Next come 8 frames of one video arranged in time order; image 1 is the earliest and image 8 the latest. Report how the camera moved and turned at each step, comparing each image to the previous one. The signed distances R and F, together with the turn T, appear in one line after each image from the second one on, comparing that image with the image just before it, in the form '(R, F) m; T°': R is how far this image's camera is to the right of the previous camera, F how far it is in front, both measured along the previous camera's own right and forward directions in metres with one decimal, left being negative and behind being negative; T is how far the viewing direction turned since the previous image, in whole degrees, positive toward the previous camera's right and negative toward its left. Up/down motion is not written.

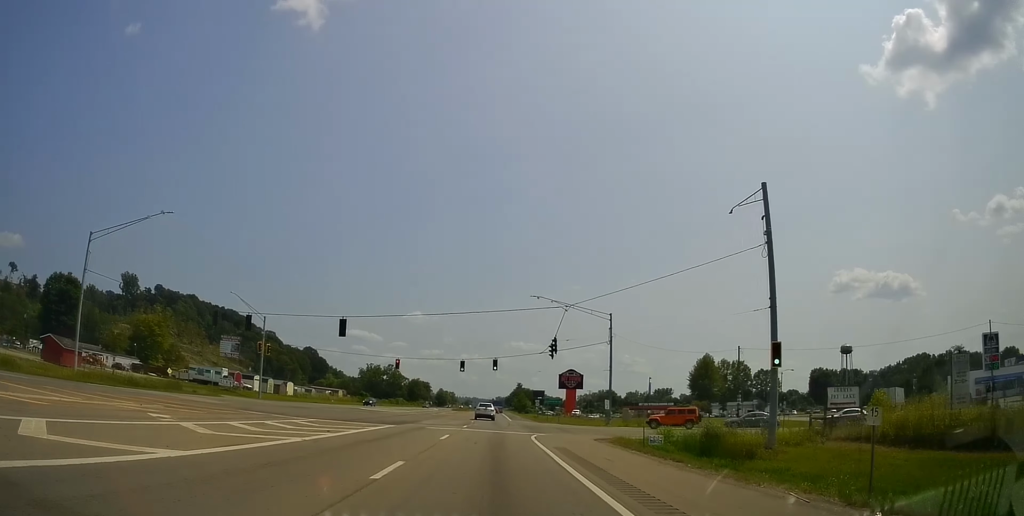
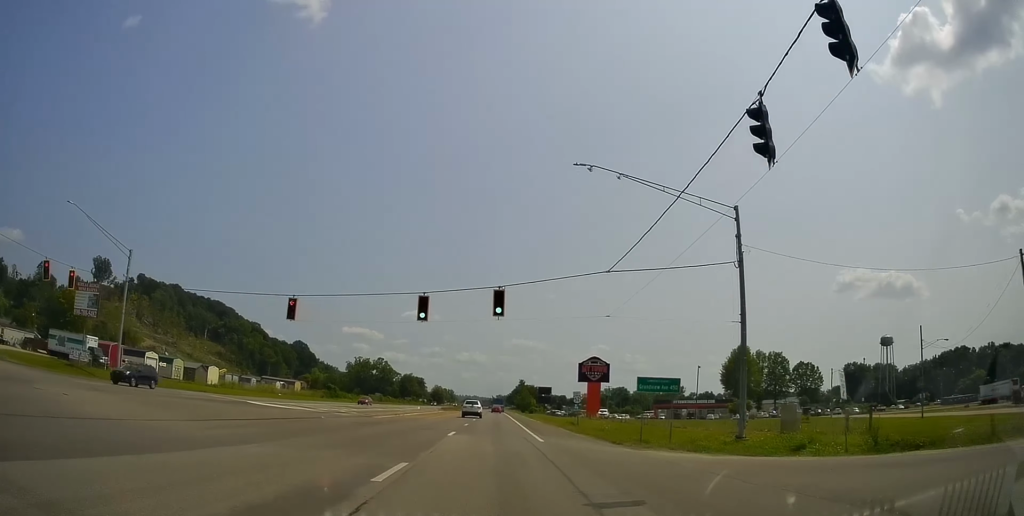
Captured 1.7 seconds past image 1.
(0.0, +35.4) m; +1°
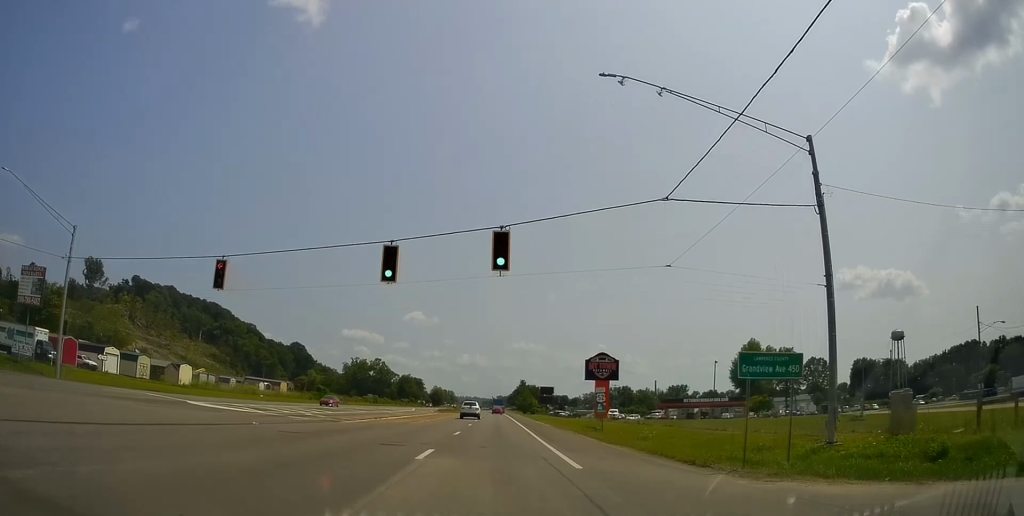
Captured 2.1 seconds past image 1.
(0.0, +9.2) m; 0°
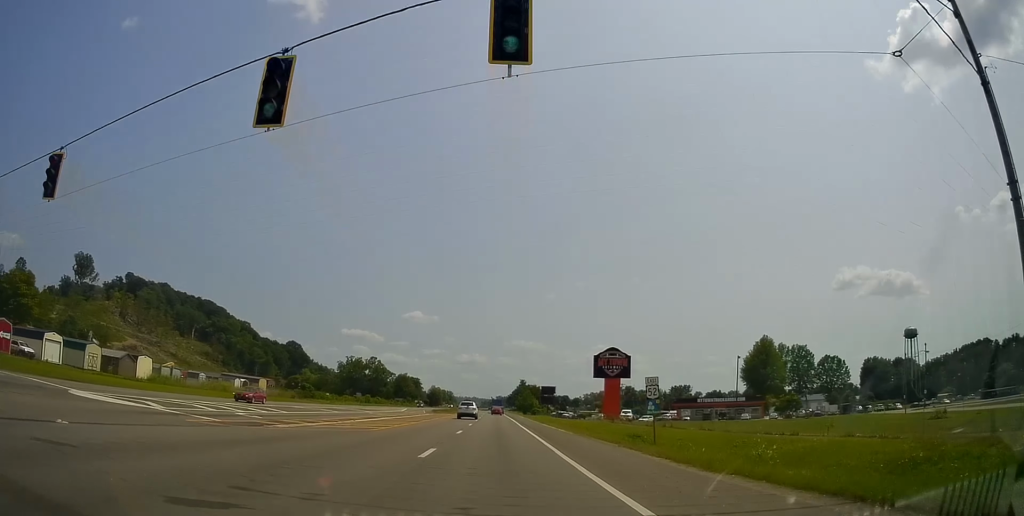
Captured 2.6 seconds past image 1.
(+0.2, +11.2) m; 0°
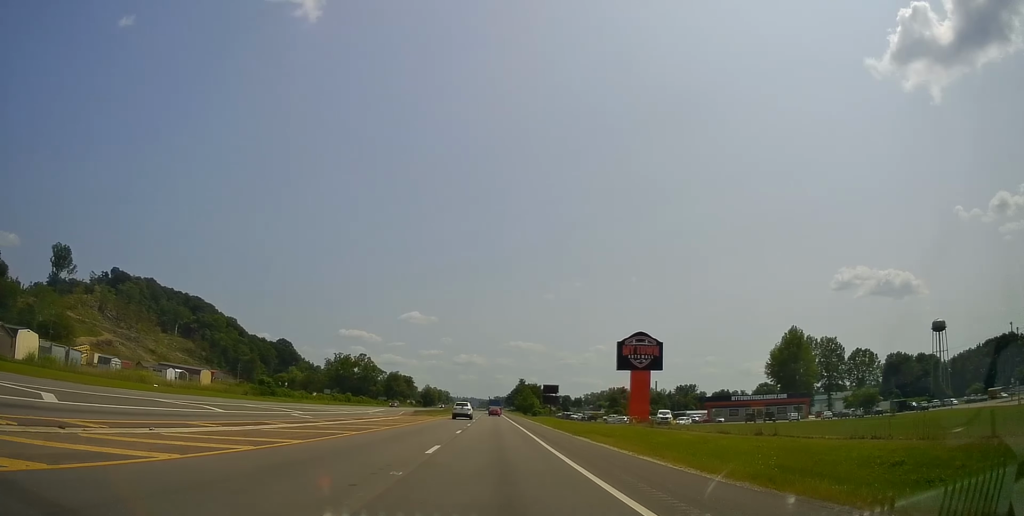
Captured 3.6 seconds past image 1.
(-0.1, +23.2) m; 0°
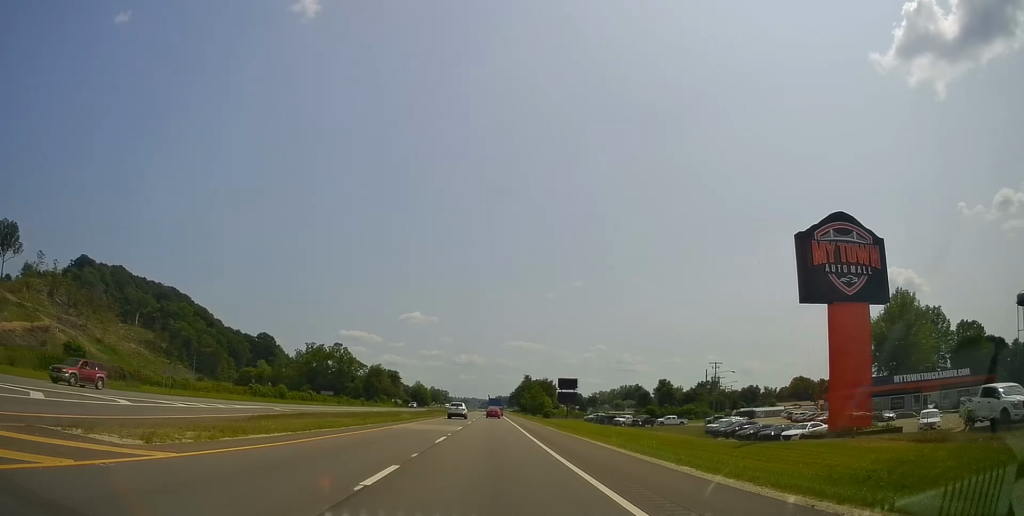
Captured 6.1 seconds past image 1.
(-0.2, +56.6) m; -1°
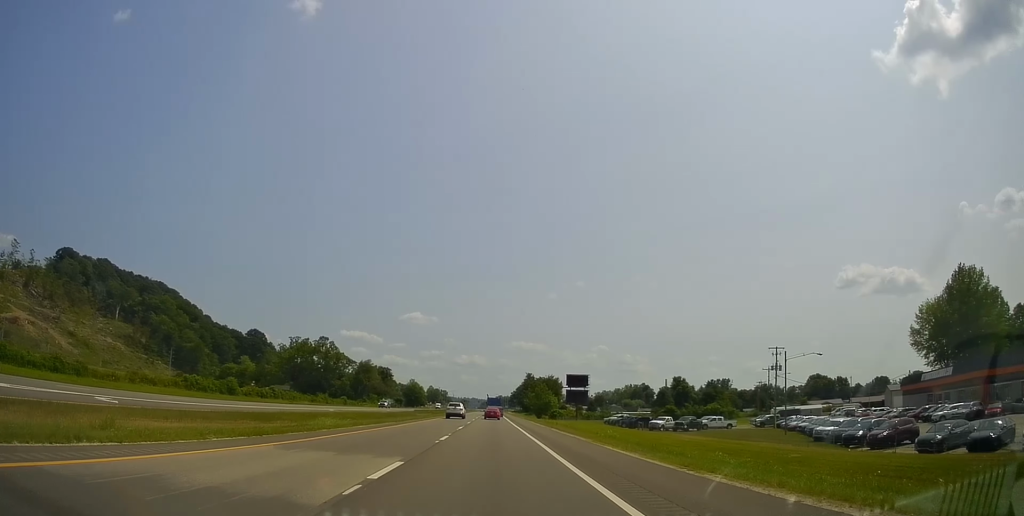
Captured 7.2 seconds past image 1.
(-0.1, +24.4) m; -1°
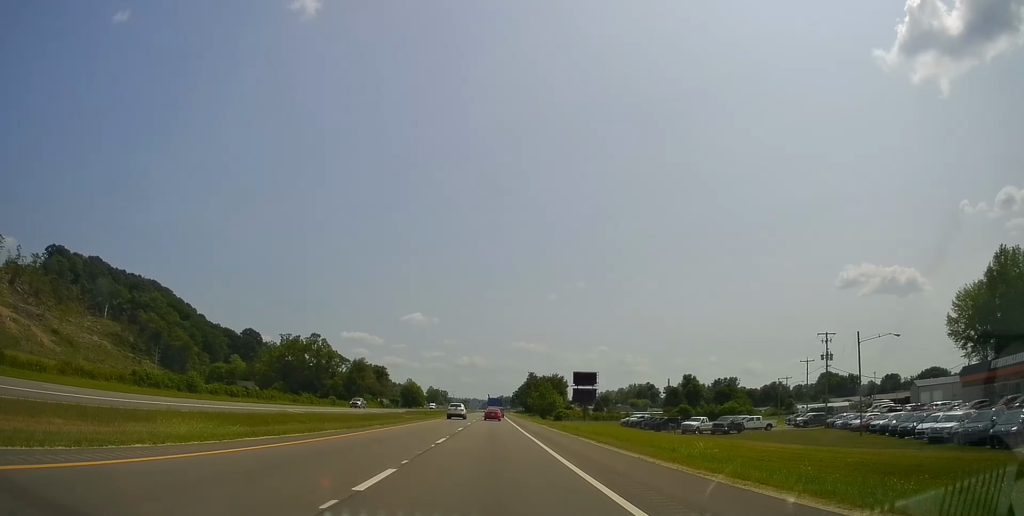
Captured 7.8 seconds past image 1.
(-0.1, +13.9) m; 0°
